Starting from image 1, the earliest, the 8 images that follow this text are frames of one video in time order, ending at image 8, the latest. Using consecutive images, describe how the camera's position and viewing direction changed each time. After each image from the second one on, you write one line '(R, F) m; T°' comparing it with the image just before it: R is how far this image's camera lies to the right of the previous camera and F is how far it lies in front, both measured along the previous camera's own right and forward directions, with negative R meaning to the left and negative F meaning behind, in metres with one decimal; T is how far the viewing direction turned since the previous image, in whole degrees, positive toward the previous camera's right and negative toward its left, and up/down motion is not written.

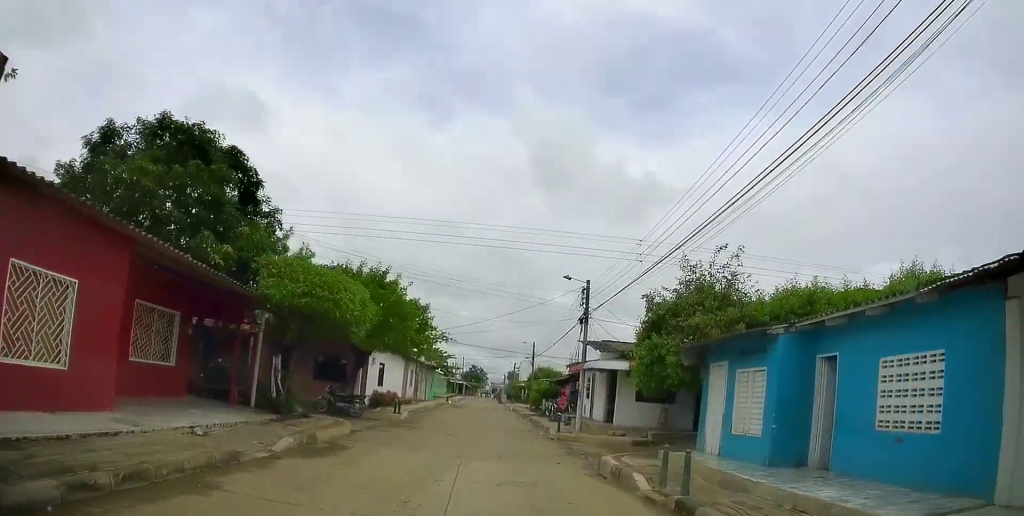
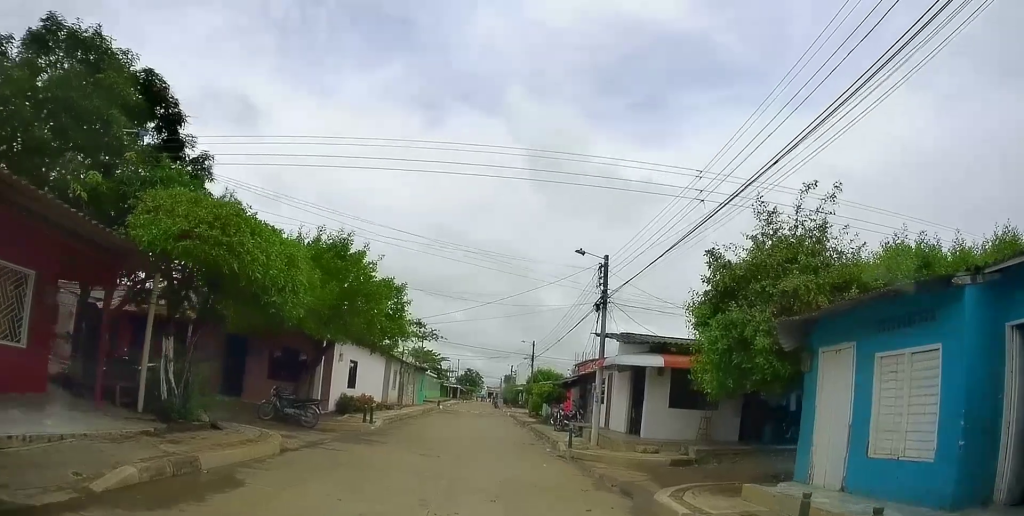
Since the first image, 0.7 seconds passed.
(+0.1, +5.1) m; +1°
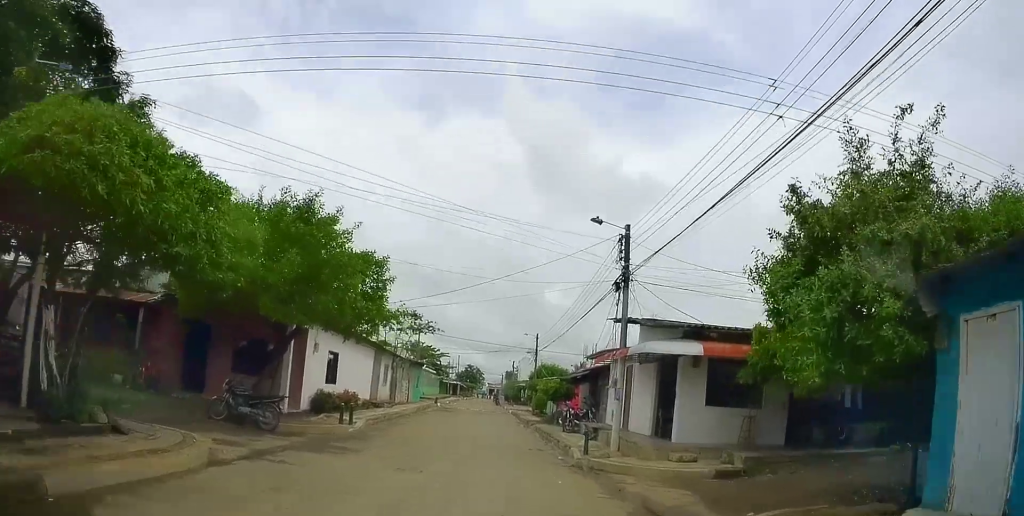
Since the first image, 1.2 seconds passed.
(0.0, +3.1) m; +1°
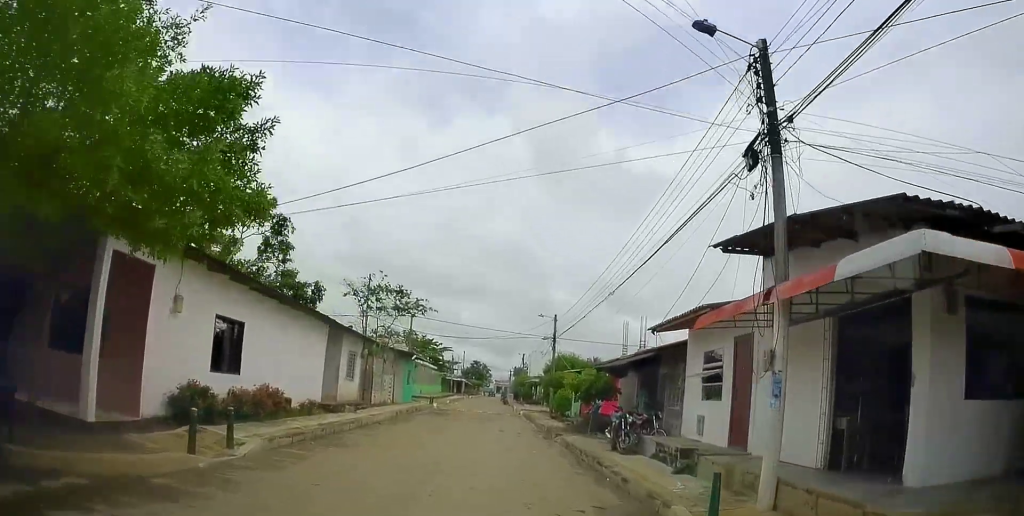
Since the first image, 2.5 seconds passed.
(0.0, +9.0) m; 0°
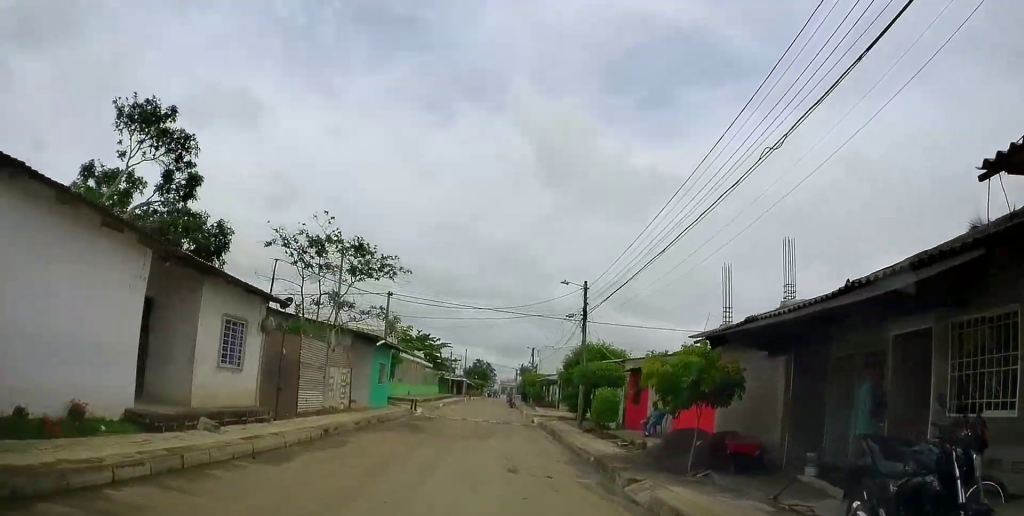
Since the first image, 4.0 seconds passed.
(0.0, +10.6) m; 0°
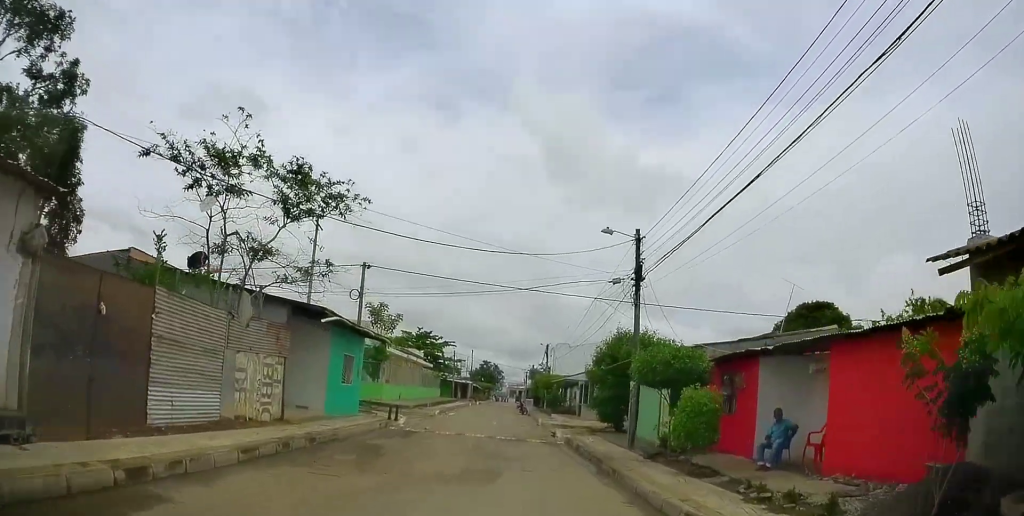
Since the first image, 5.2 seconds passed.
(0.0, +8.6) m; 0°
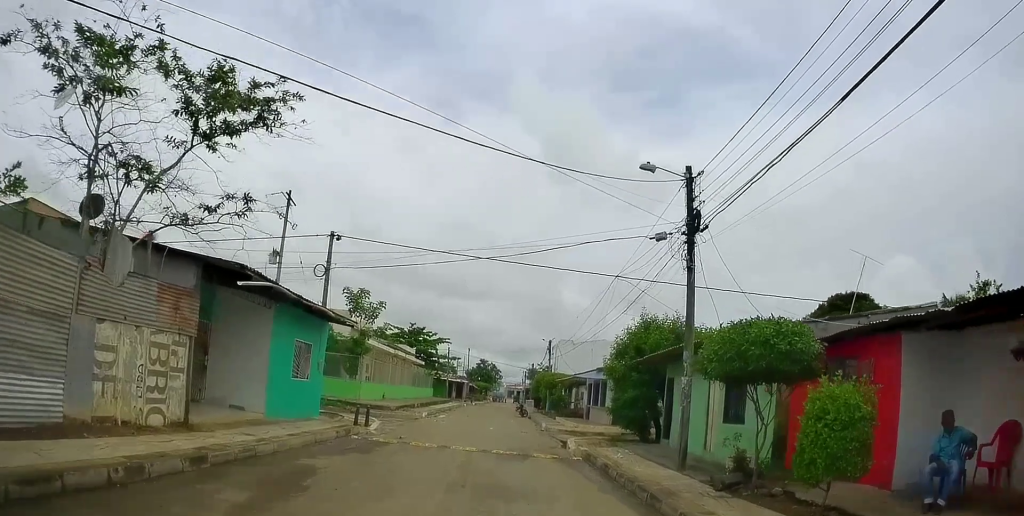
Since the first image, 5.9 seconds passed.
(0.0, +5.0) m; 0°
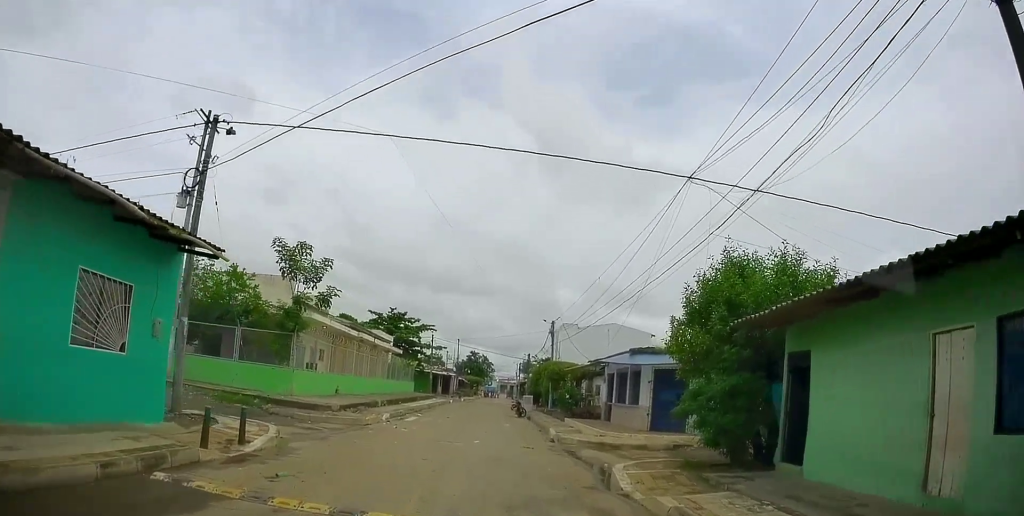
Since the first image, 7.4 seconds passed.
(-0.2, +10.3) m; -5°
